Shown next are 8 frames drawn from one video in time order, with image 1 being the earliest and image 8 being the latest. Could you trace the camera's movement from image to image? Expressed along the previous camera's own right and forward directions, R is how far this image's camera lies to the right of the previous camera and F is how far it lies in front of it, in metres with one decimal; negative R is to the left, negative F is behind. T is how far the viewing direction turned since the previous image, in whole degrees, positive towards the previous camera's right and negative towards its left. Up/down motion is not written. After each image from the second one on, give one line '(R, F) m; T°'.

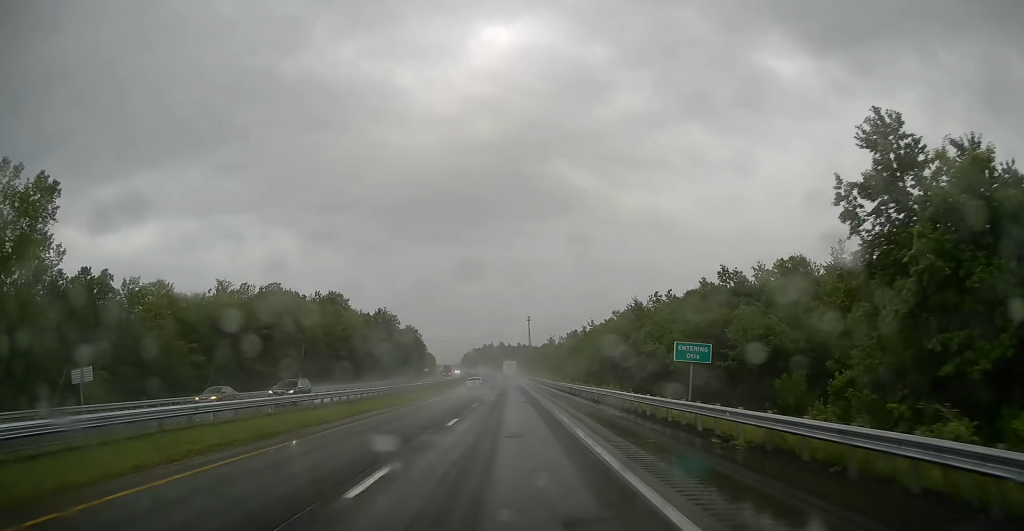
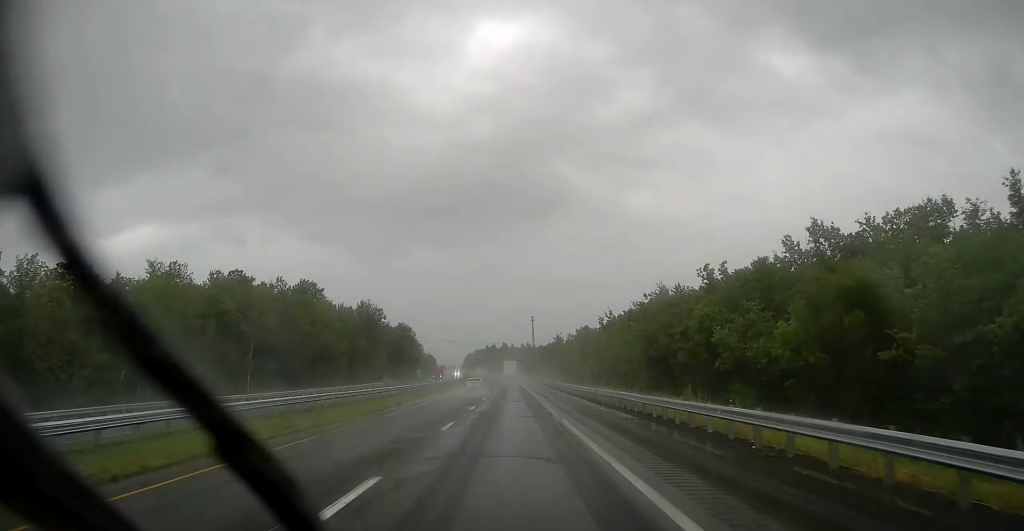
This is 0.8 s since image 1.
(-0.1, +26.1) m; 0°
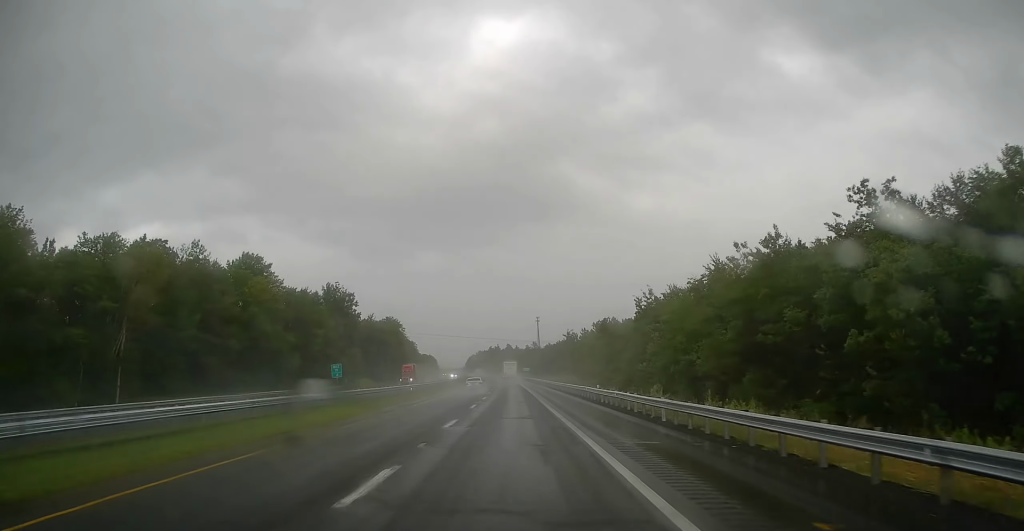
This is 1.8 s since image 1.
(+0.1, +35.7) m; 0°
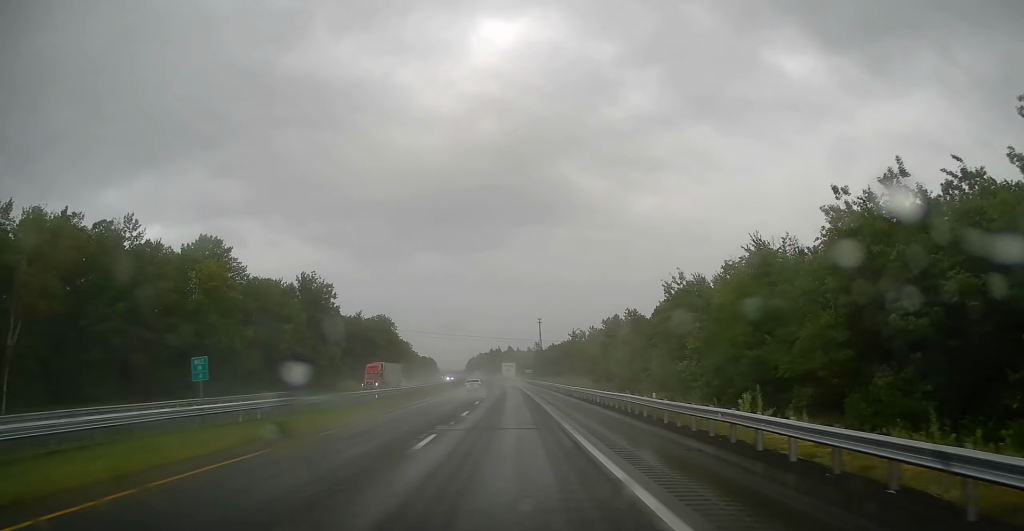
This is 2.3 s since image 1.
(+0.1, +17.6) m; 0°
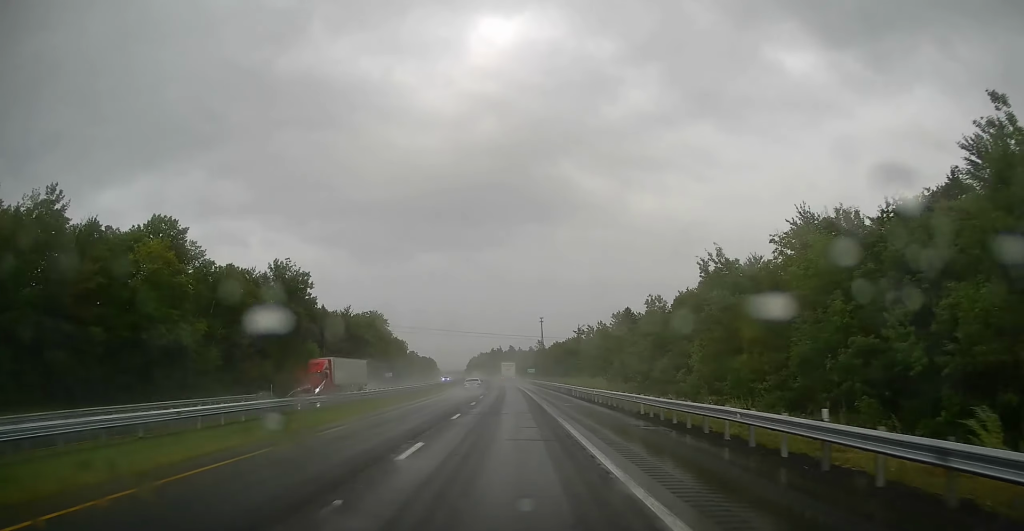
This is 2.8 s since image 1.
(0.0, +14.7) m; 0°
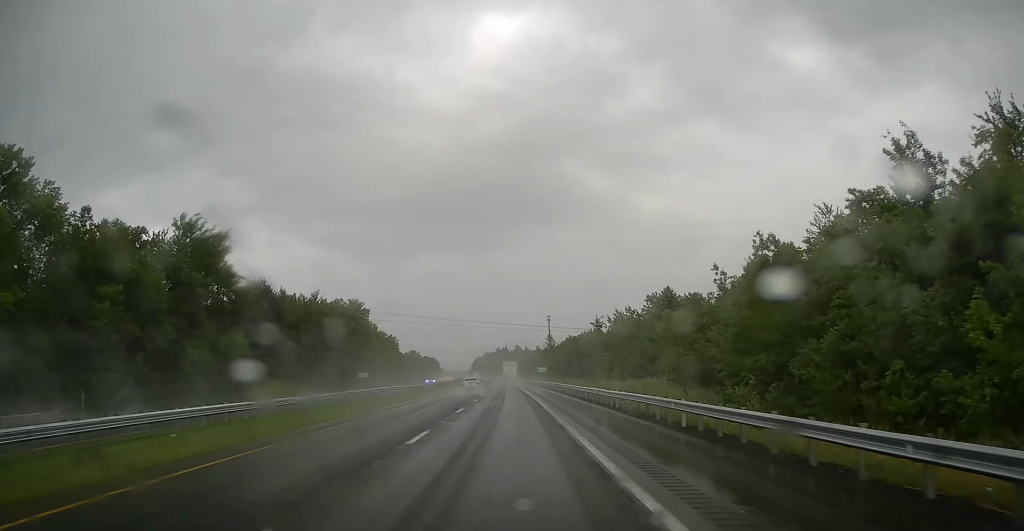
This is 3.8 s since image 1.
(-0.4, +33.6) m; -1°
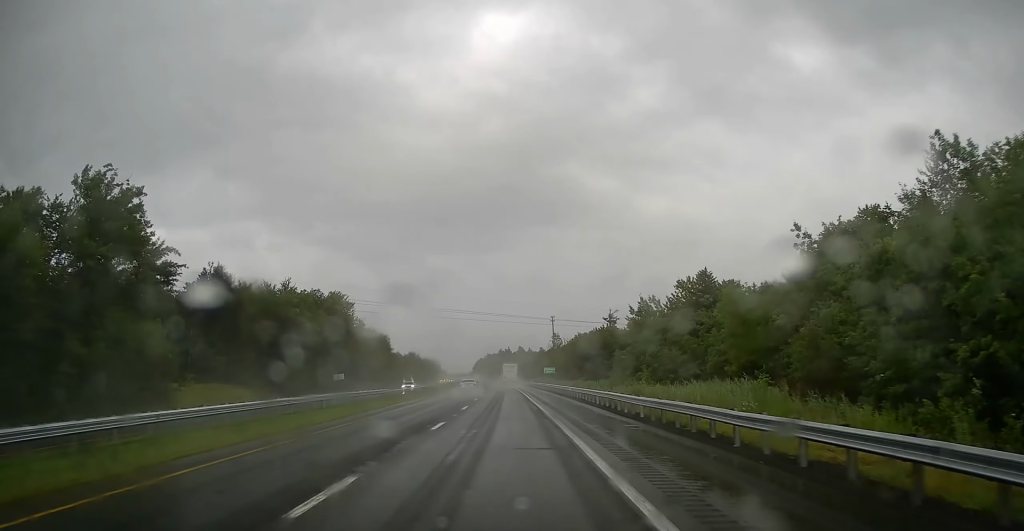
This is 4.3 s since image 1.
(0.0, +20.6) m; 0°
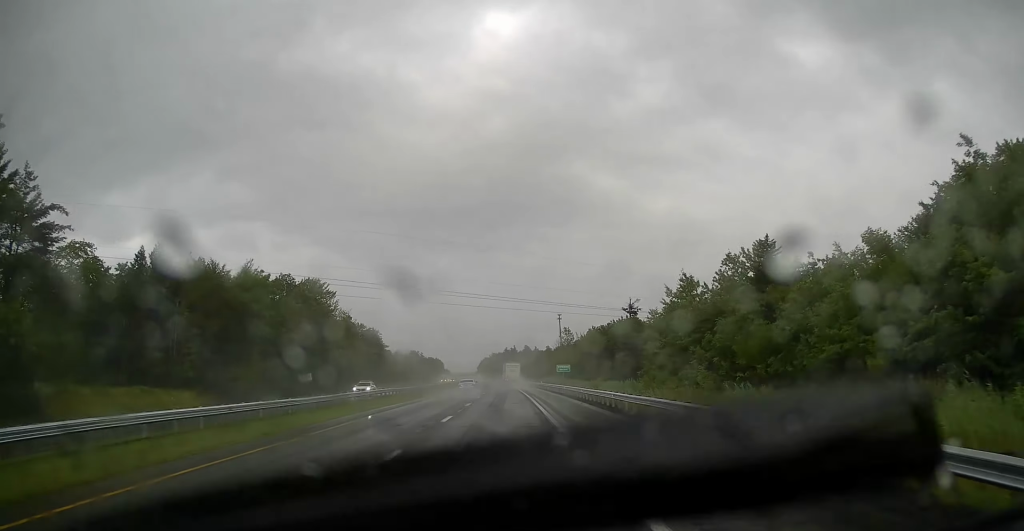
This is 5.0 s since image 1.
(0.0, +21.2) m; 0°
